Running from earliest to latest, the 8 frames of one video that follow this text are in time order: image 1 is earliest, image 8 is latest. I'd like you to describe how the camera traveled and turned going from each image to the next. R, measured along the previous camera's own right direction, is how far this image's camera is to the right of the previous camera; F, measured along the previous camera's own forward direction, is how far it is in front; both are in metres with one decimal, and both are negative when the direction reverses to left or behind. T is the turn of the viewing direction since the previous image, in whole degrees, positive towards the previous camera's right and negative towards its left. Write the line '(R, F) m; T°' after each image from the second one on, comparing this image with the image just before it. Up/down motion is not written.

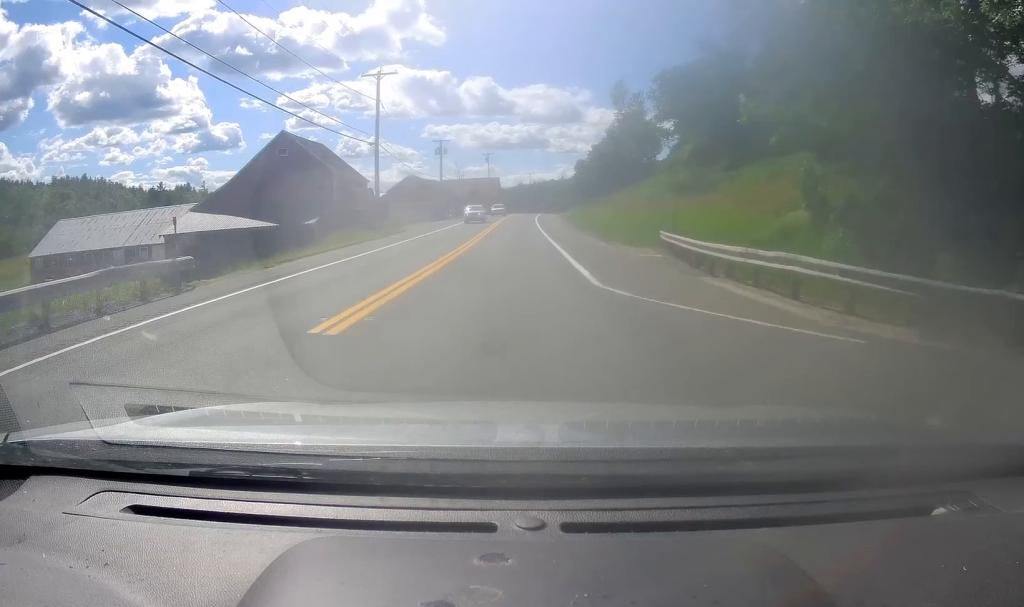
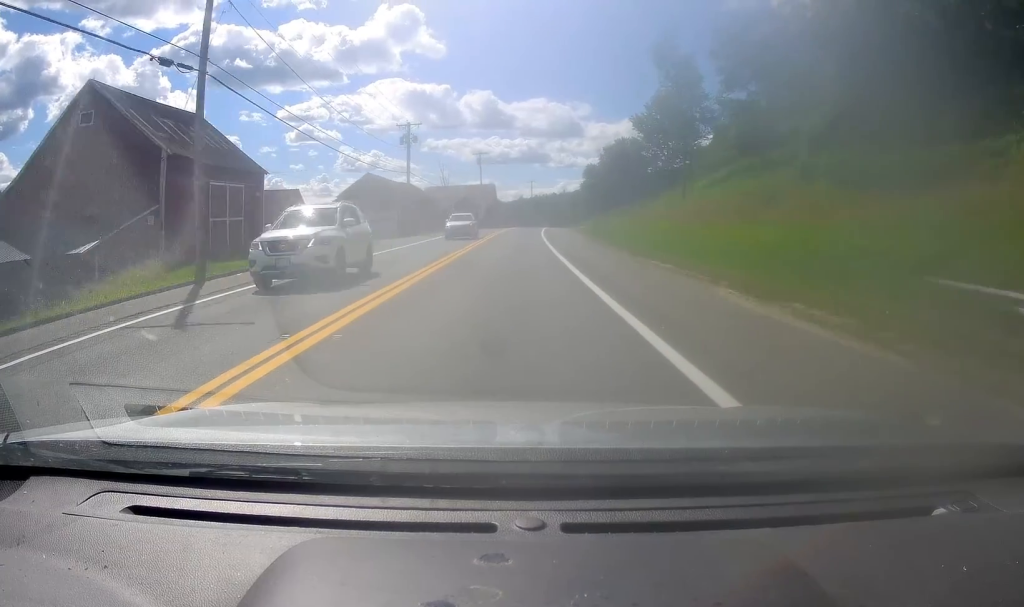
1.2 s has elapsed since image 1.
(+0.4, +25.7) m; 0°
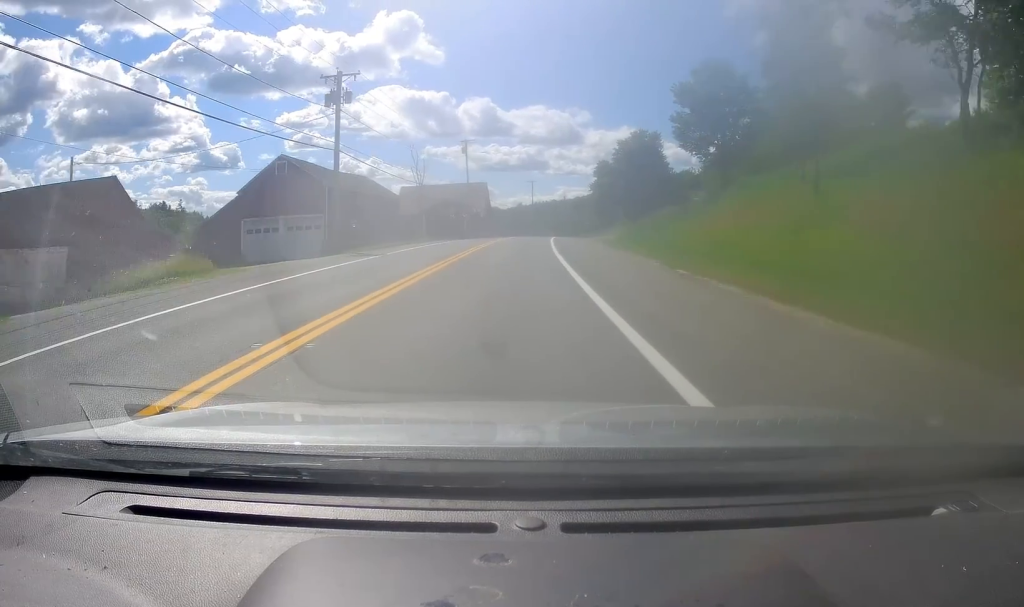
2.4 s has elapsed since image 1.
(-0.3, +24.3) m; -1°
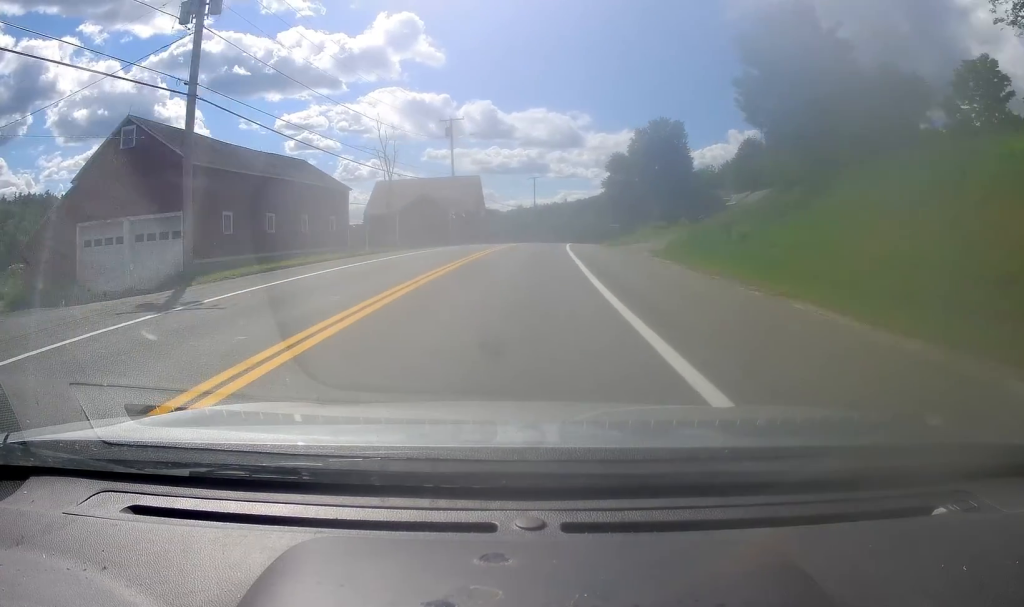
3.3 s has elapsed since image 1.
(-0.1, +18.6) m; +1°
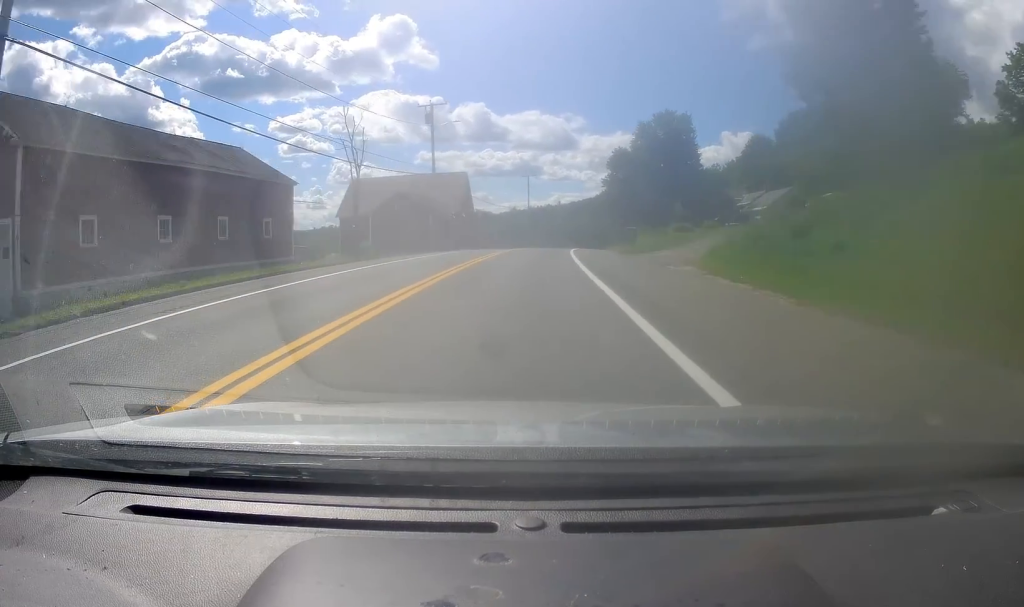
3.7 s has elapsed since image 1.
(-0.1, +9.6) m; +1°
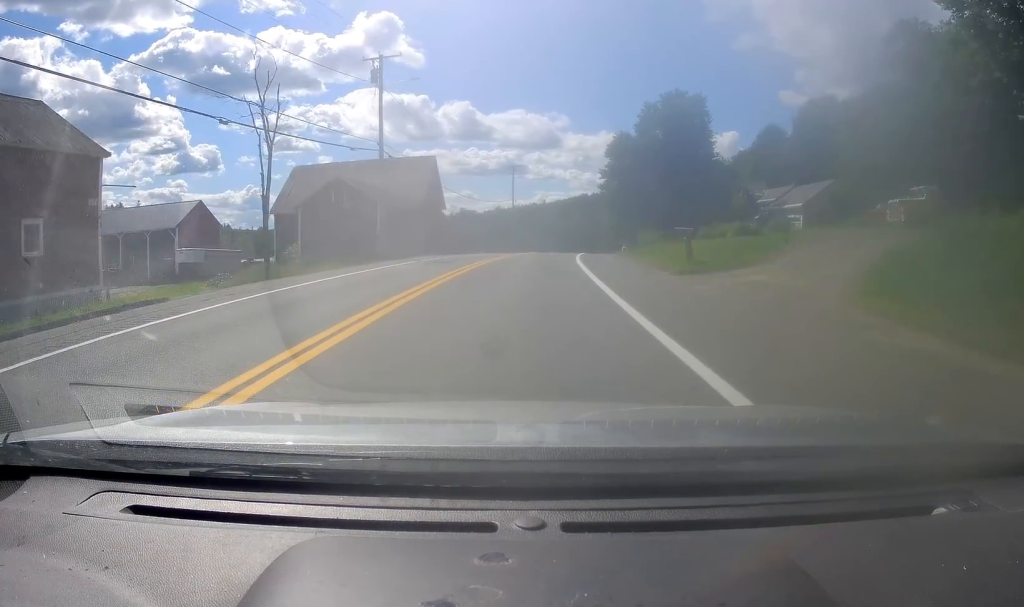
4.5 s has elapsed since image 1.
(+0.5, +15.5) m; +1°
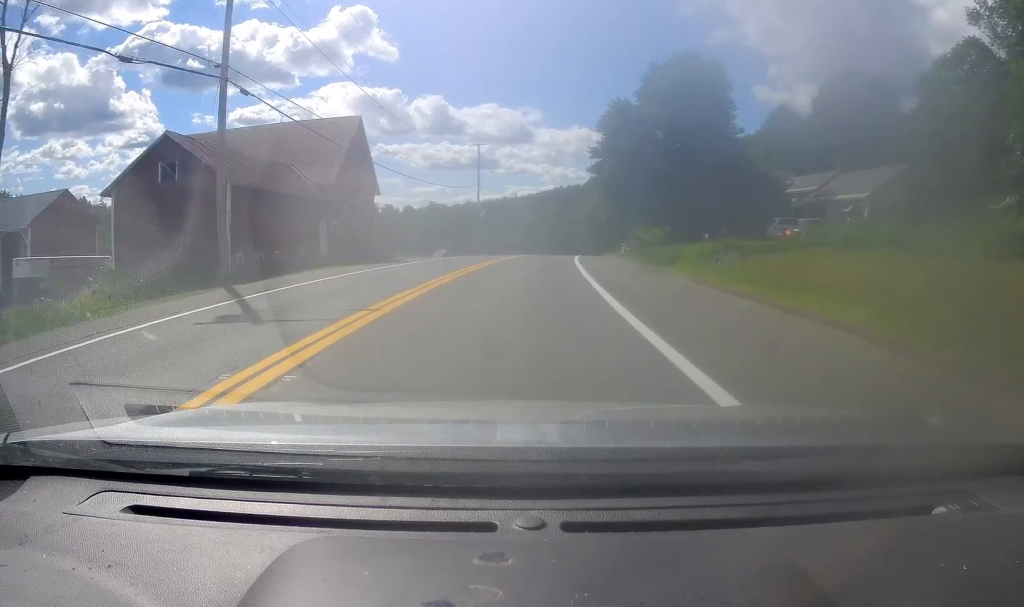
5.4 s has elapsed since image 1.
(+0.1, +18.7) m; +1°
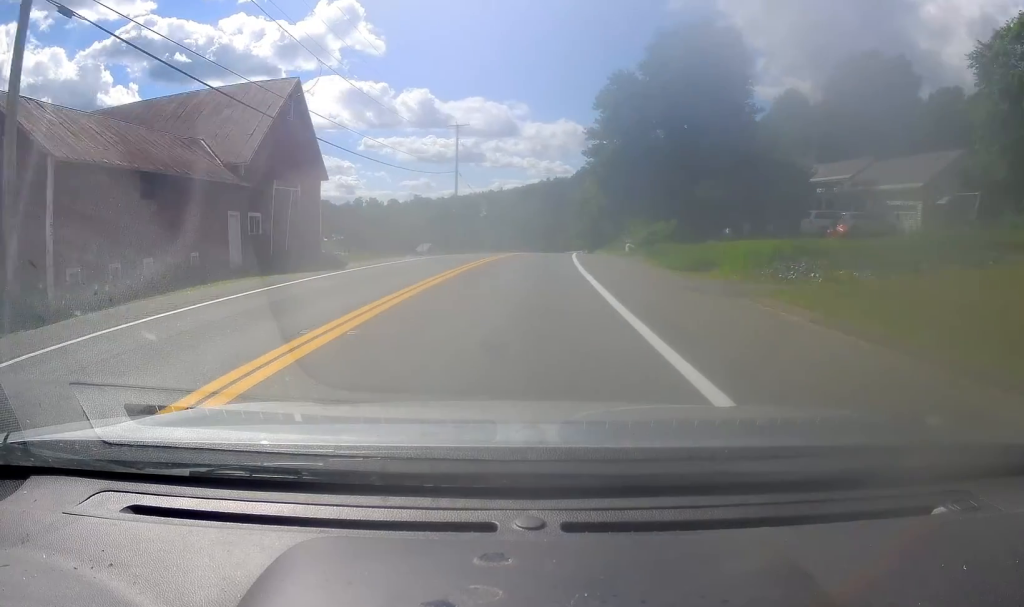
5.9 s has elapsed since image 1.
(+0.1, +9.4) m; +1°
